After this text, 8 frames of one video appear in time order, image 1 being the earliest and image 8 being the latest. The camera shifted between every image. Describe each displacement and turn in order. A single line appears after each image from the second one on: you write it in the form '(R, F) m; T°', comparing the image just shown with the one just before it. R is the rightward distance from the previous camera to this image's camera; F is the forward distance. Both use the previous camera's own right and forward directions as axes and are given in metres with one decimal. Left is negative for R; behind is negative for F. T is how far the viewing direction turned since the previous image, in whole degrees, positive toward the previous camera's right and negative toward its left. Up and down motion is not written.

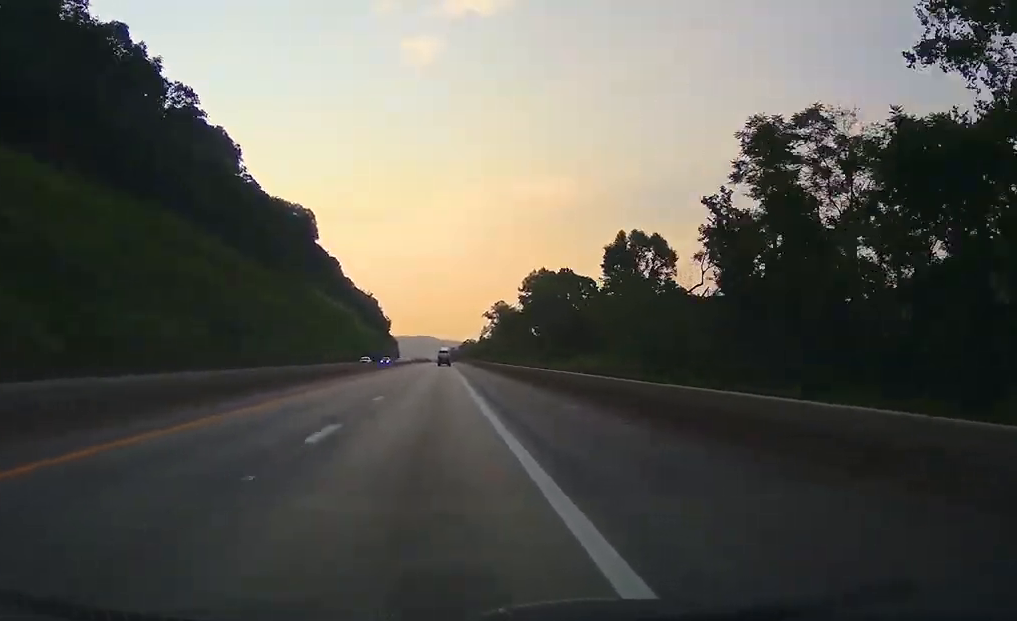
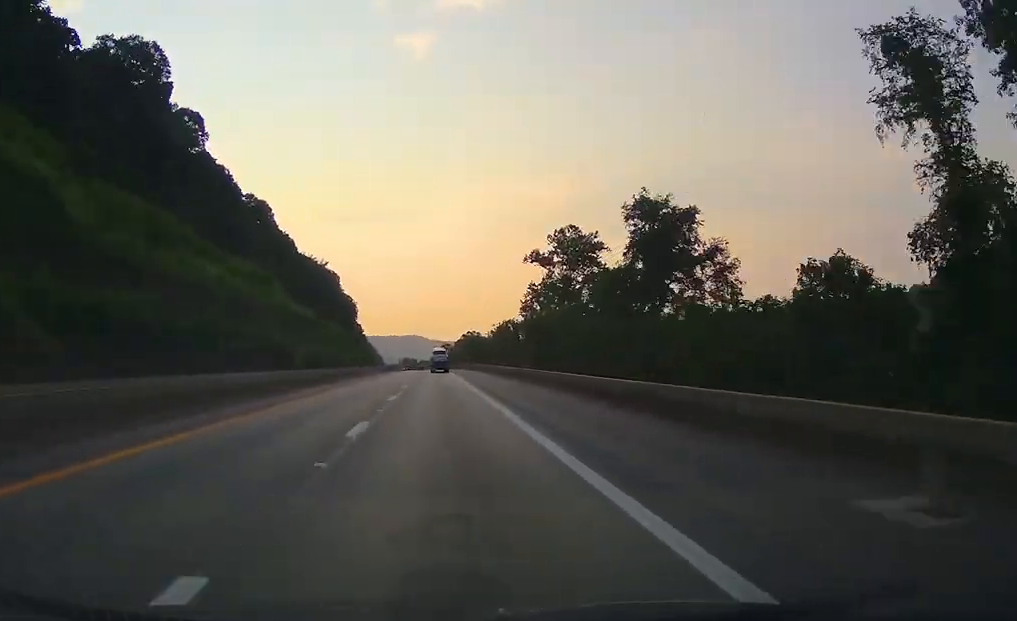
(+0.5, +170.8) m; -1°
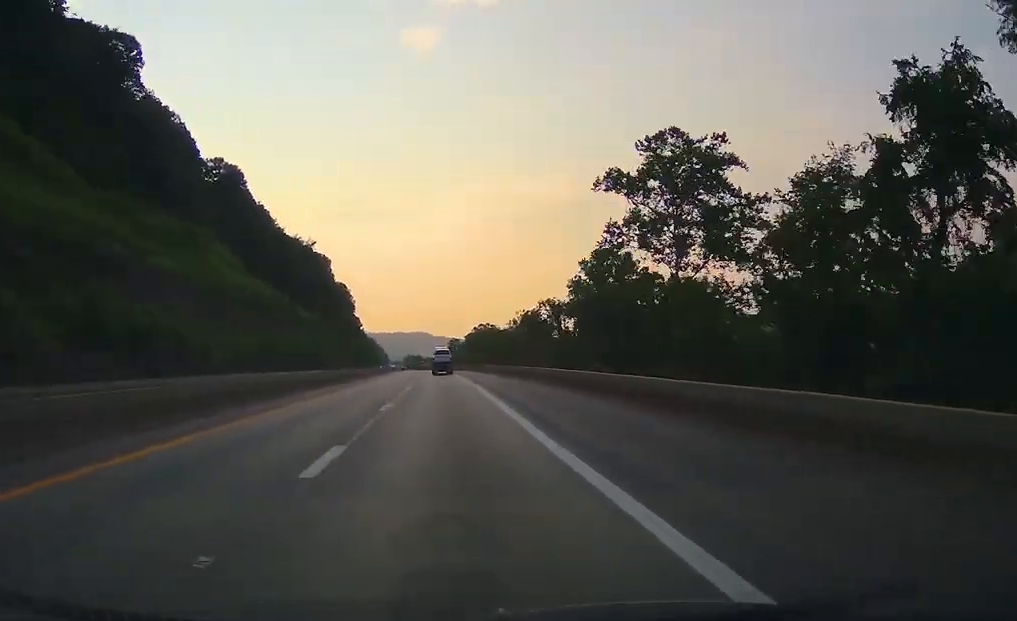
(-0.9, +53.5) m; -1°
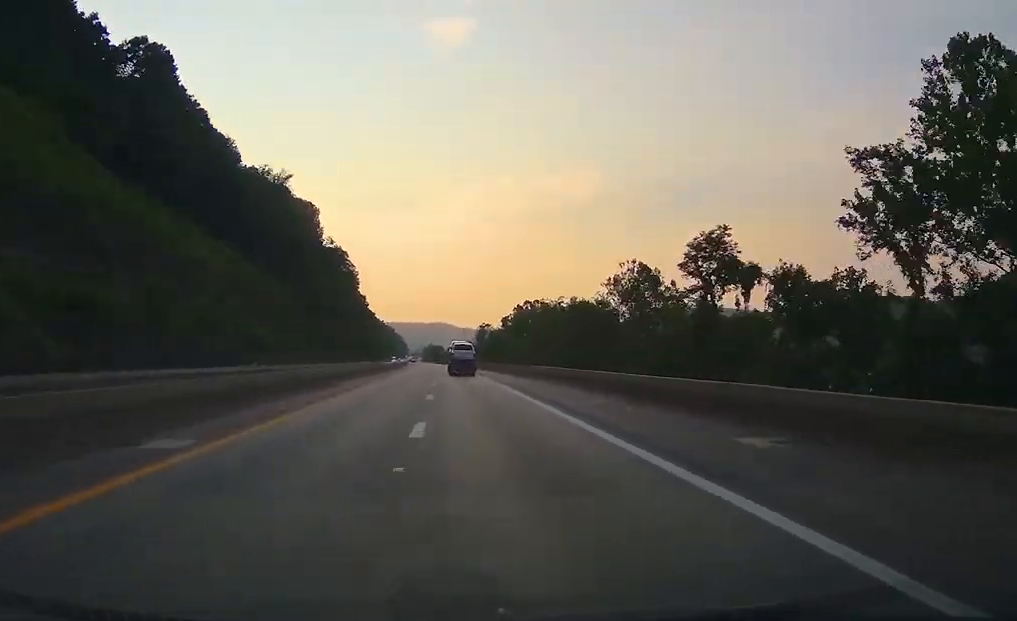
(-0.9, +93.4) m; -1°
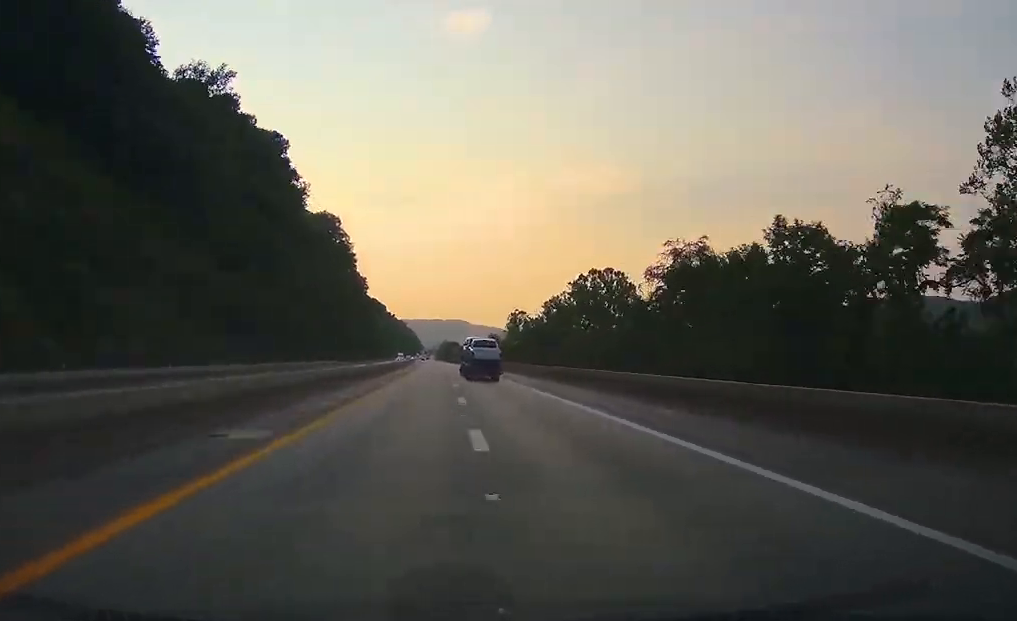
(-0.9, +75.3) m; -1°
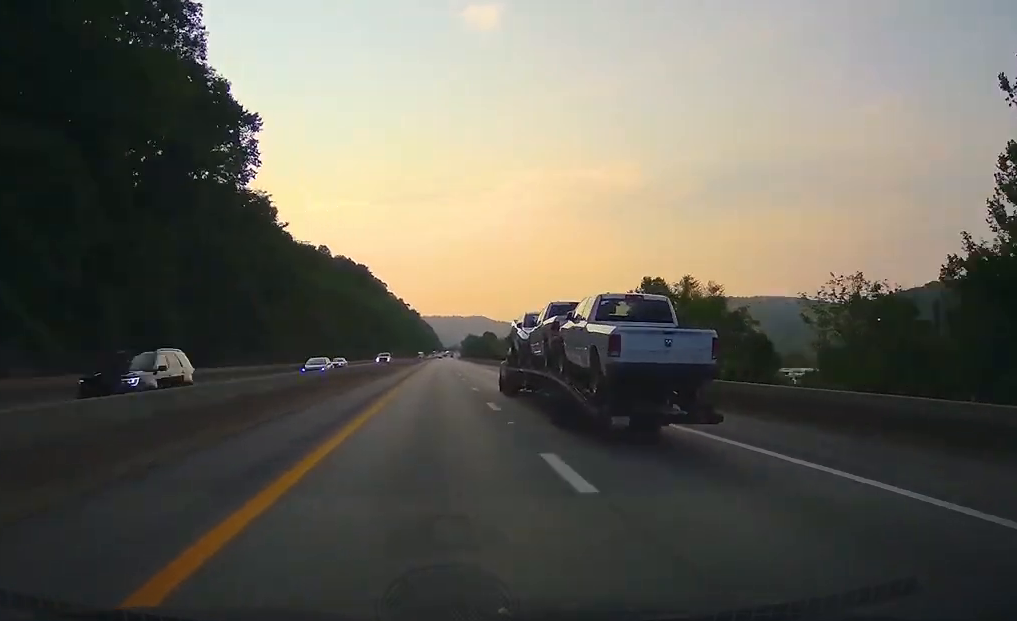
(-3.5, +211.3) m; -1°
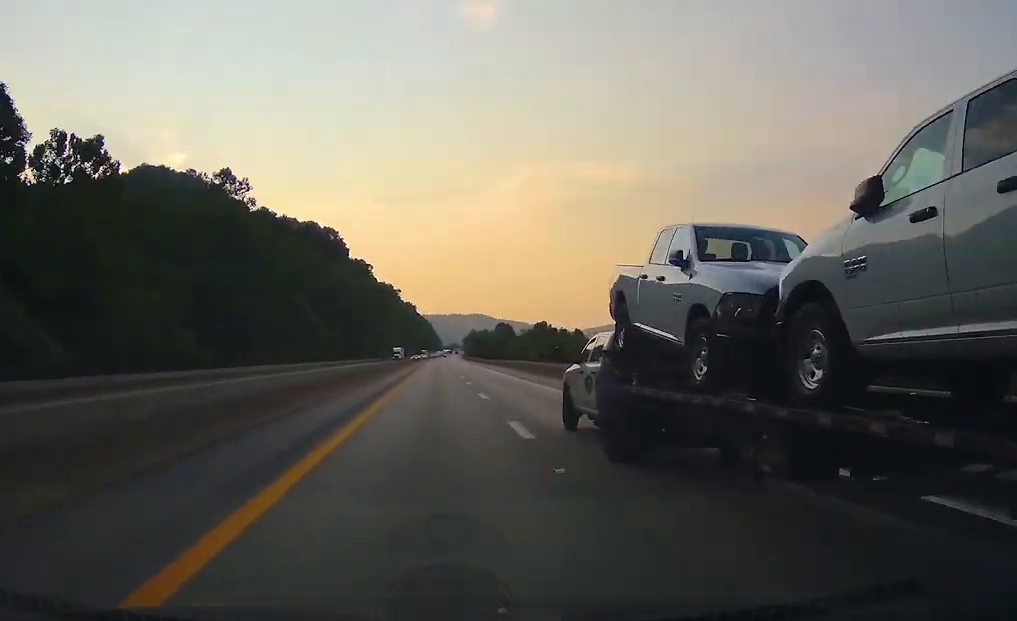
(-0.3, +105.0) m; 0°
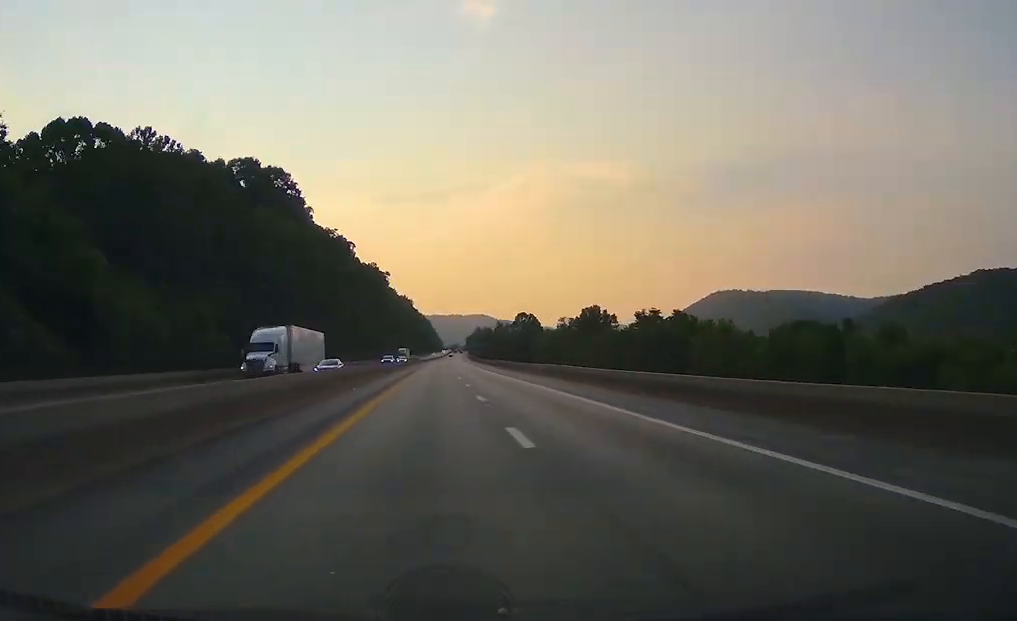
(+0.5, +87.0) m; 0°
